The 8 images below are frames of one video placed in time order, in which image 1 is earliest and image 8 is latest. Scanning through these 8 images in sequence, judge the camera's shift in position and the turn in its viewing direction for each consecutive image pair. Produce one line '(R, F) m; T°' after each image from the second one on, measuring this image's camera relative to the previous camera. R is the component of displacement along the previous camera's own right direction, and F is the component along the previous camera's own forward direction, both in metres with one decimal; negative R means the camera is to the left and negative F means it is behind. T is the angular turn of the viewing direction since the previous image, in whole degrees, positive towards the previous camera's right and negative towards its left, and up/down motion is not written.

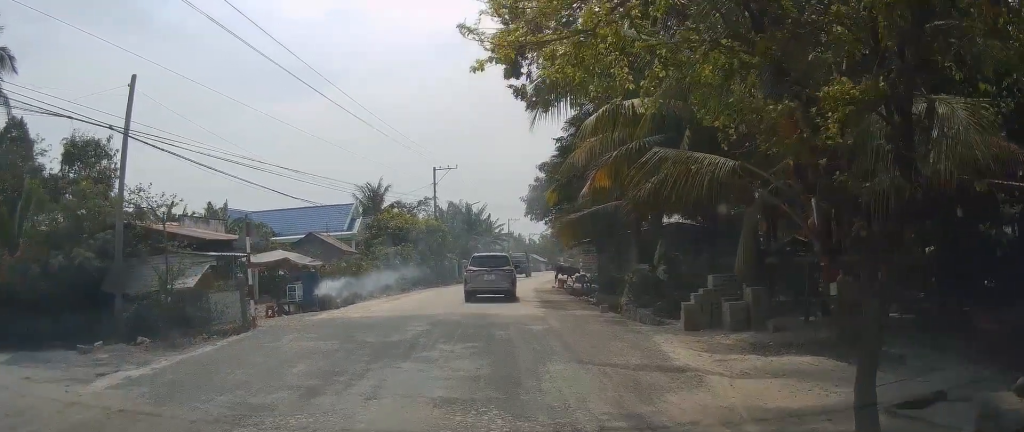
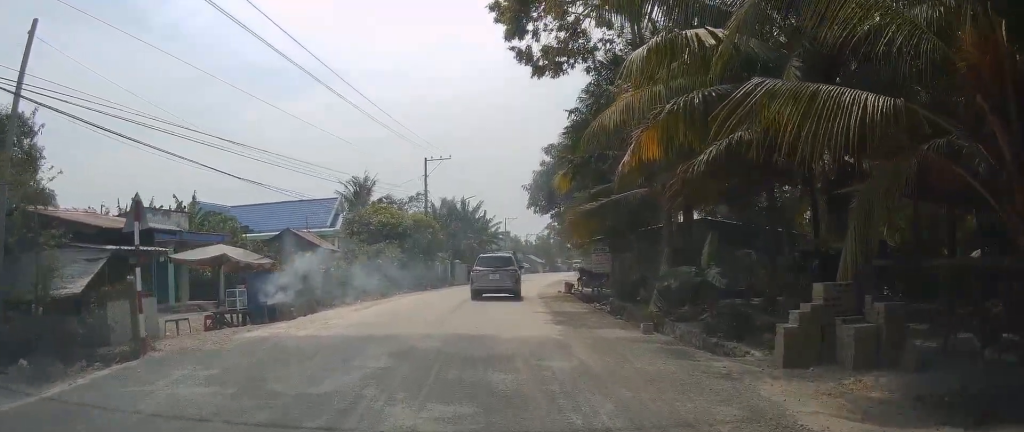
(0.0, +4.6) m; 0°
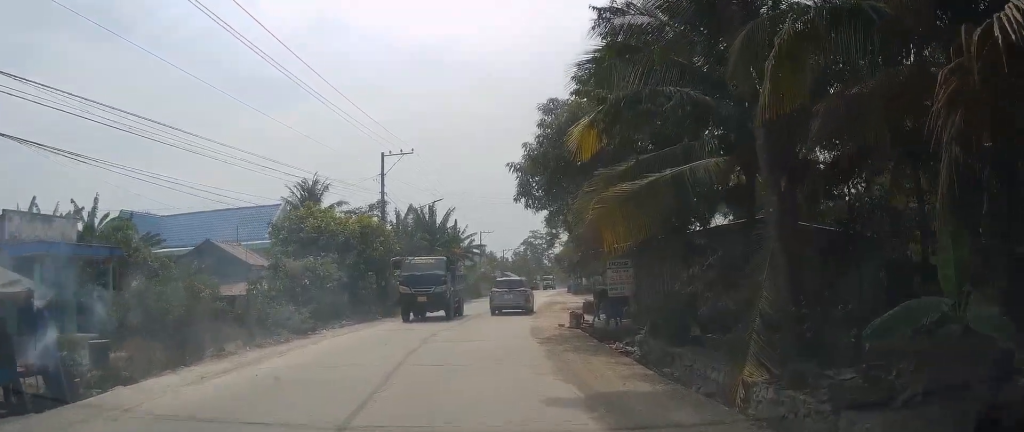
(0.0, +8.0) m; +1°
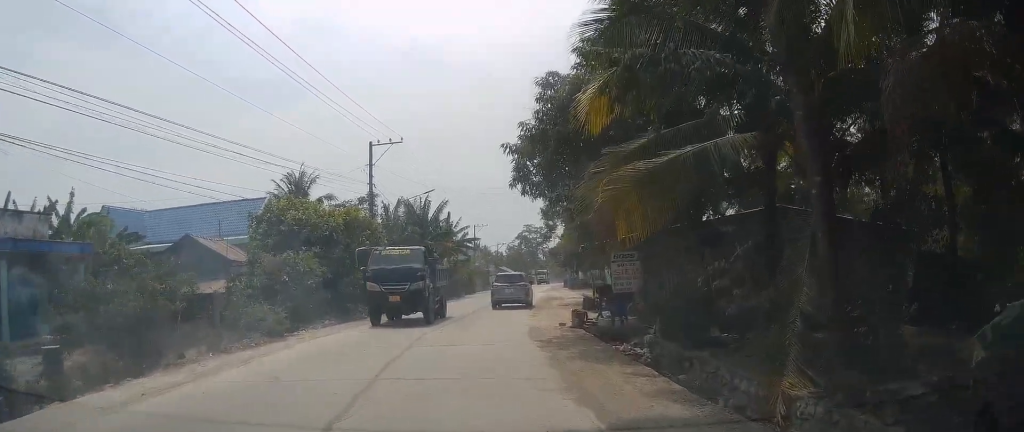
(0.0, +1.3) m; +1°
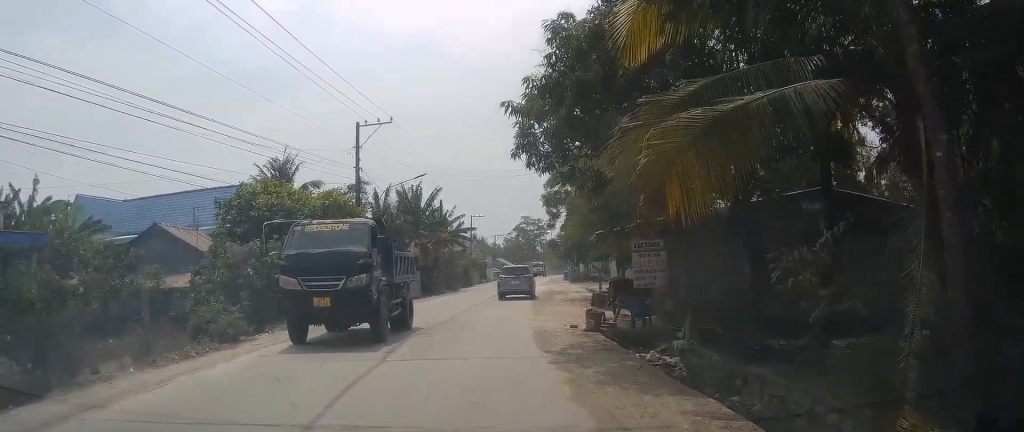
(+0.1, +2.4) m; +1°
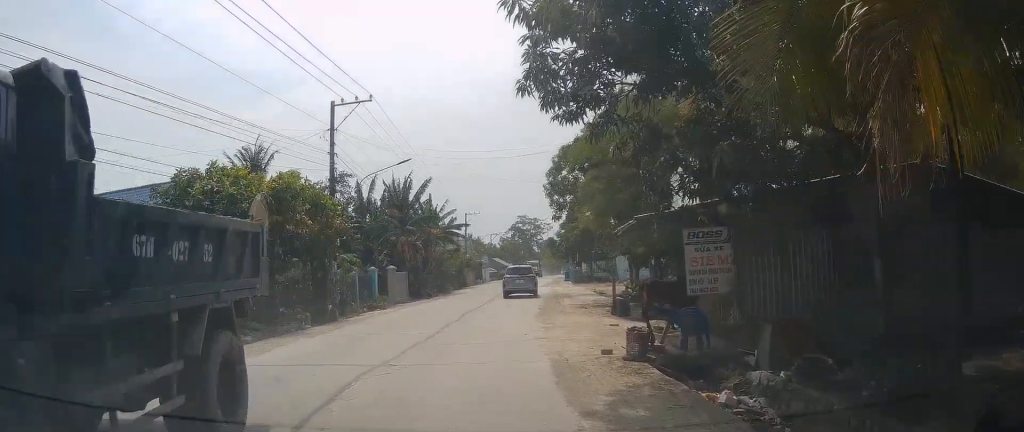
(0.0, +3.4) m; 0°
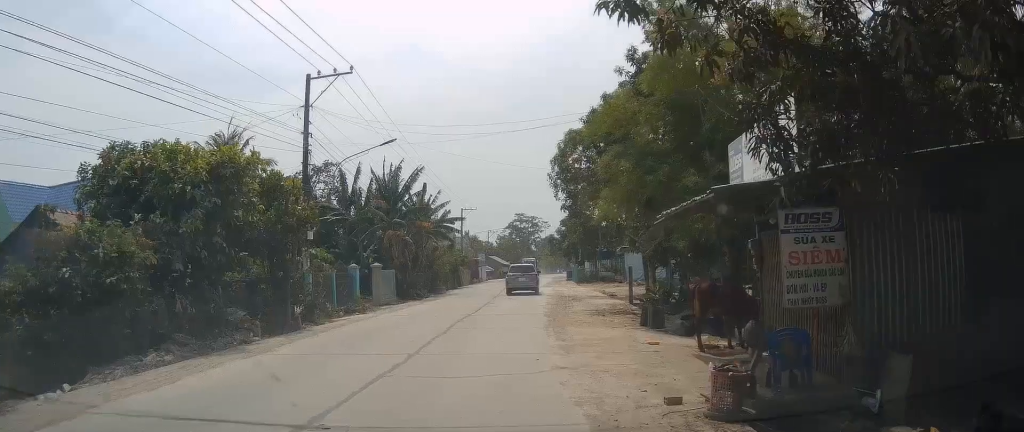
(0.0, +3.1) m; 0°
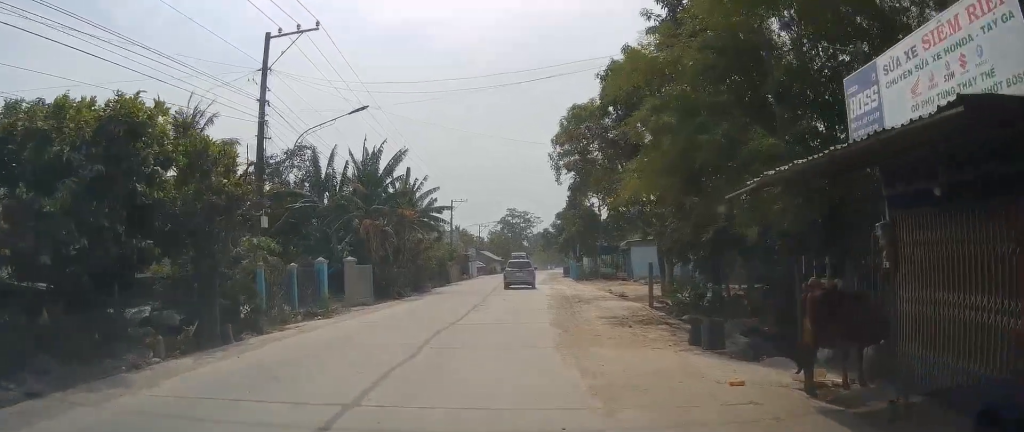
(0.0, +3.7) m; +1°
